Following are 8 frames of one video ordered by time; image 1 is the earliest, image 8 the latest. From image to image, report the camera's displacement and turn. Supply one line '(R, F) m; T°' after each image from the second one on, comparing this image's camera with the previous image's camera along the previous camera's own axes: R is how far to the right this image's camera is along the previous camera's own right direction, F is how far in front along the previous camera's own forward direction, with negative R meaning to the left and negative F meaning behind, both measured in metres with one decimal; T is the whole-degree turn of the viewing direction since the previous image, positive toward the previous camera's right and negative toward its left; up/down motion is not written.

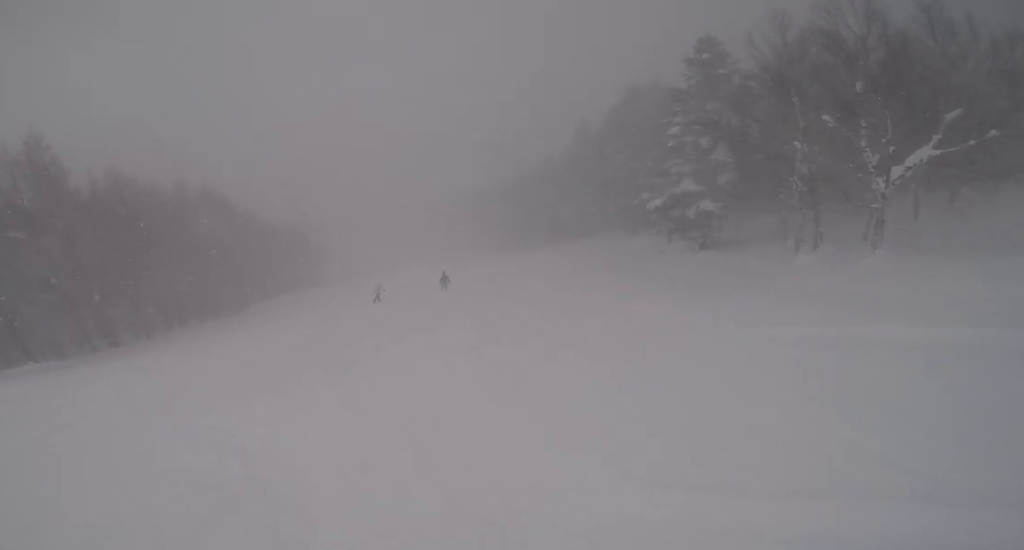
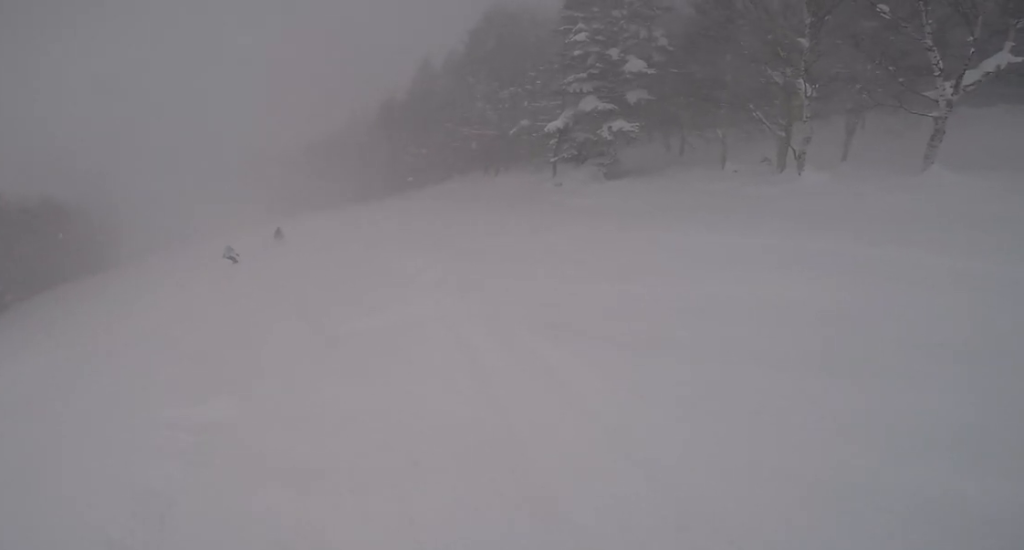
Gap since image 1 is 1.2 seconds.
(+1.4, +6.7) m; +17°
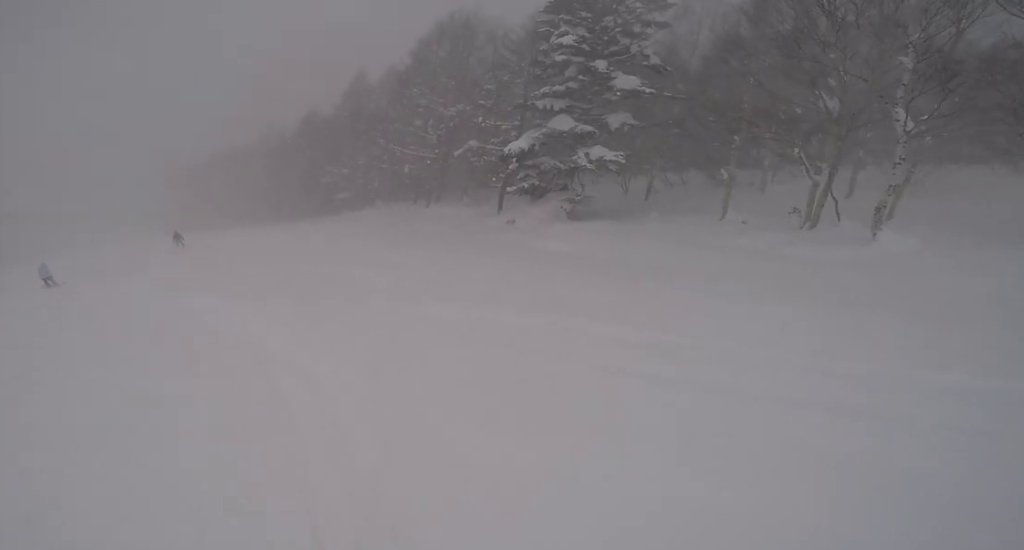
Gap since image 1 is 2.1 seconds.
(+0.6, +5.6) m; -1°
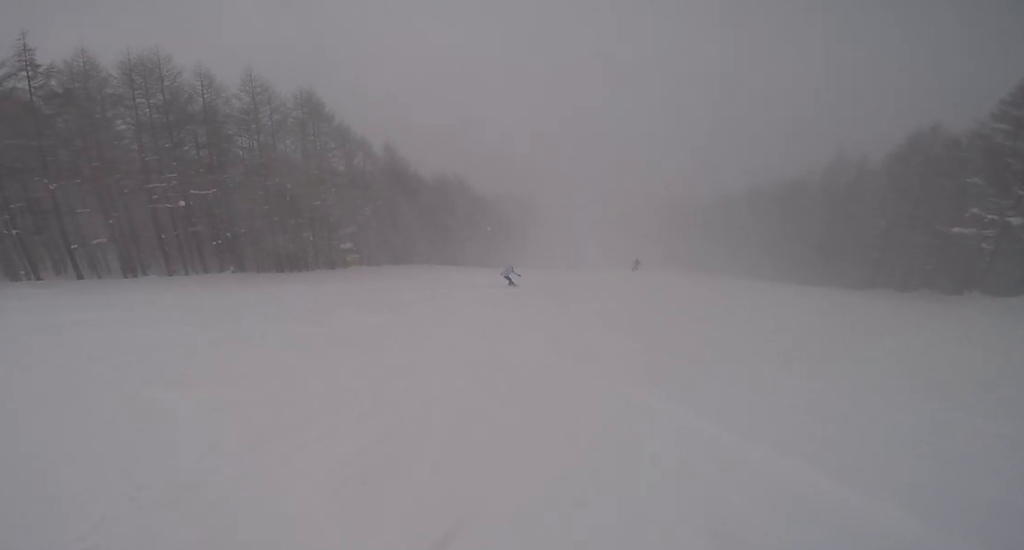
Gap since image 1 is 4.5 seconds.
(-5.7, +13.6) m; -36°
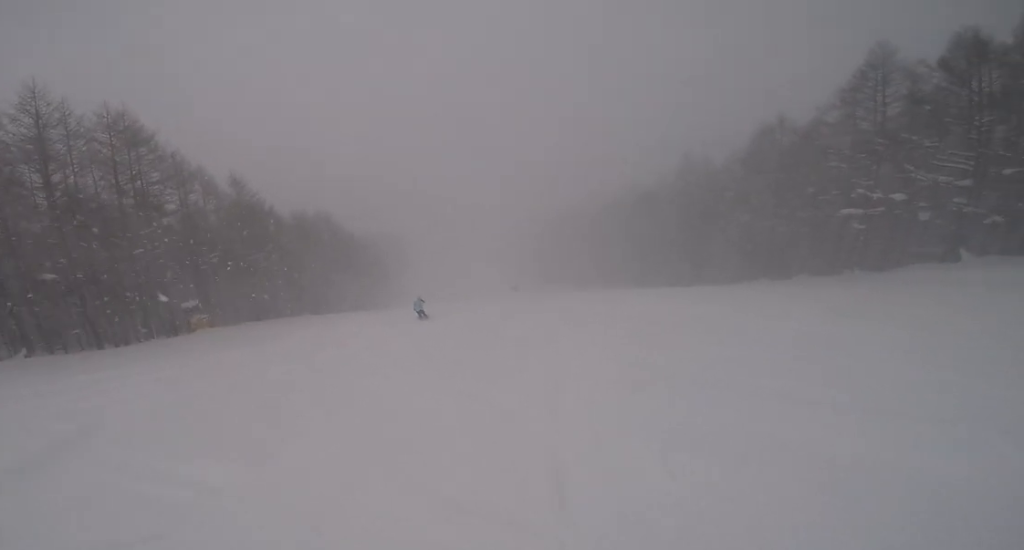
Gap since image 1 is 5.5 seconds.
(0.0, +5.8) m; +10°
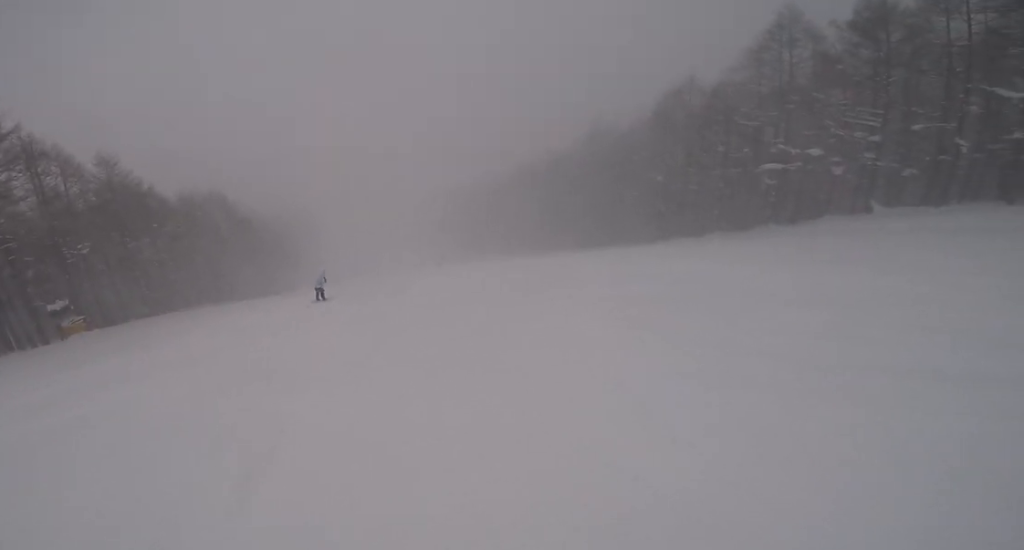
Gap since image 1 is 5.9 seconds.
(+0.1, +2.5) m; +9°
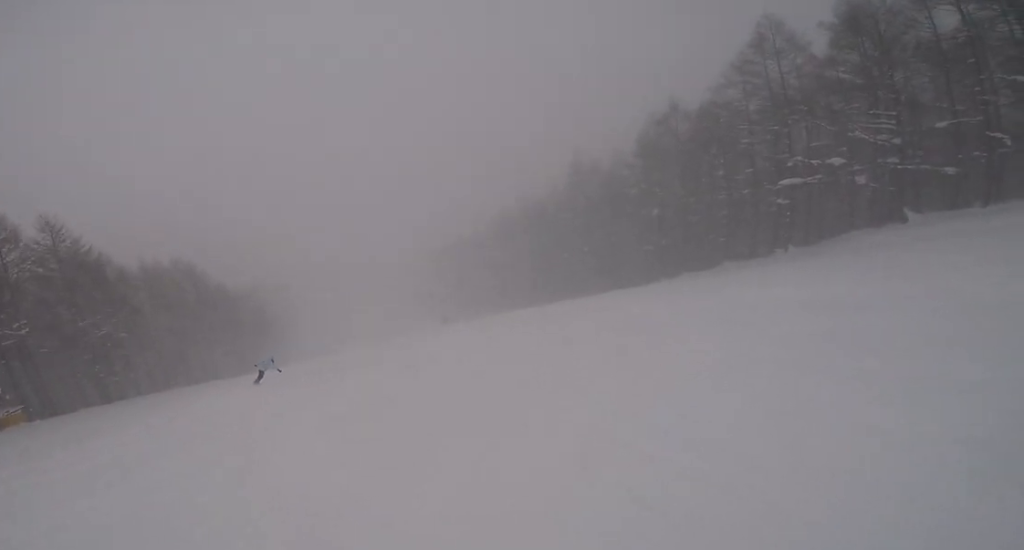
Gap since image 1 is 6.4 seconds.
(+0.5, +3.5) m; +11°
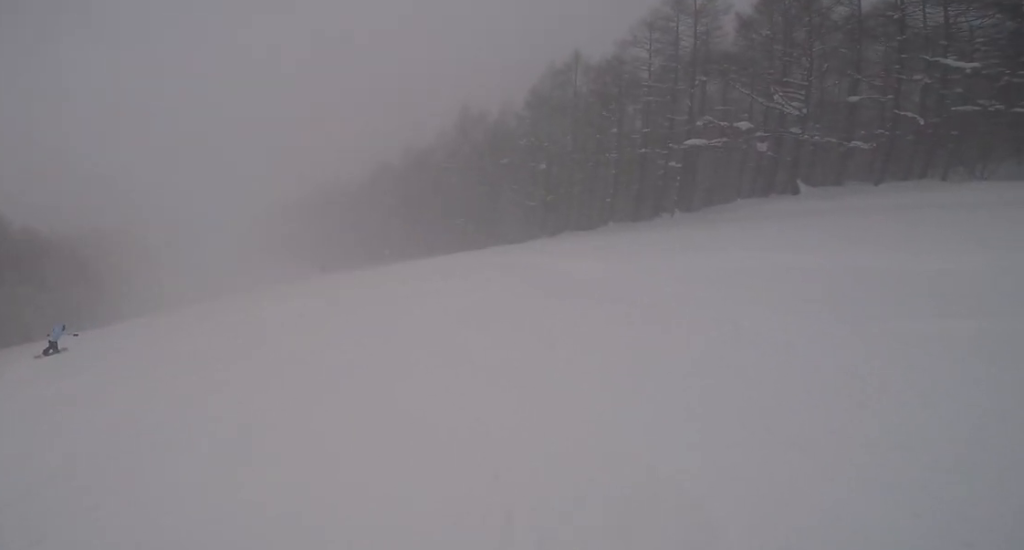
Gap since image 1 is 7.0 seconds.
(+0.2, +3.8) m; +11°
